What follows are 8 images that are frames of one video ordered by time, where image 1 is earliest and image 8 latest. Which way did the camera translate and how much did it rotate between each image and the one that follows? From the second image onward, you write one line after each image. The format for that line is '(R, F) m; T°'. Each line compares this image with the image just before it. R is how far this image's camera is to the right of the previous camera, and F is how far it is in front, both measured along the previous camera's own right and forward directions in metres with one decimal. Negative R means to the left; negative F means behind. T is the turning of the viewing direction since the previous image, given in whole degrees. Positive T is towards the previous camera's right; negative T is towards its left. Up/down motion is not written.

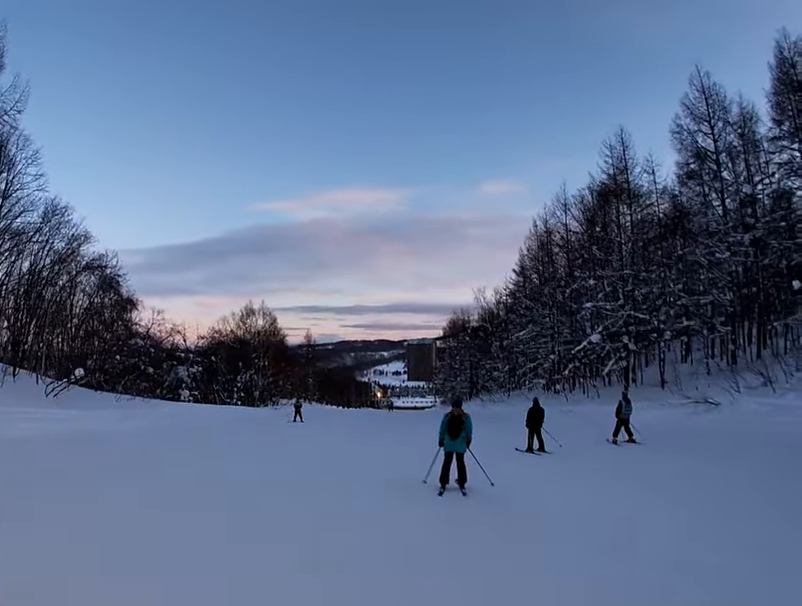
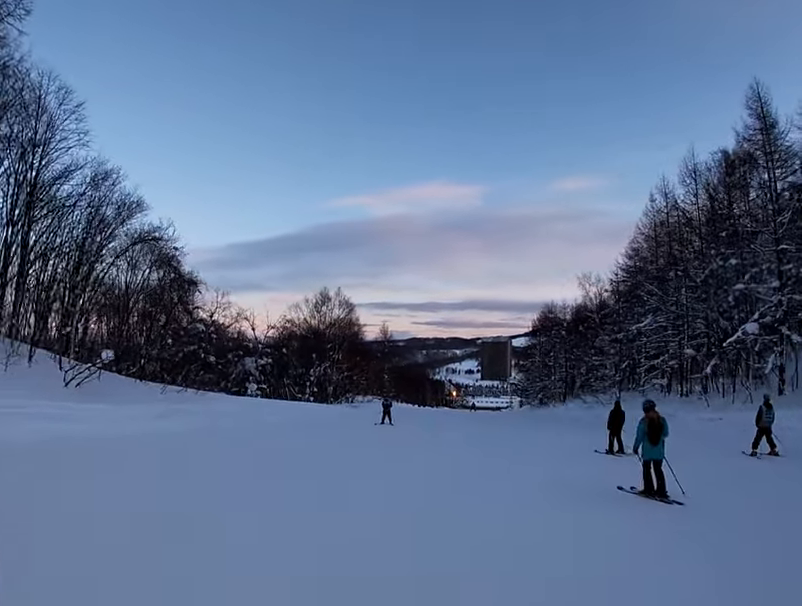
(-0.3, +6.3) m; -10°
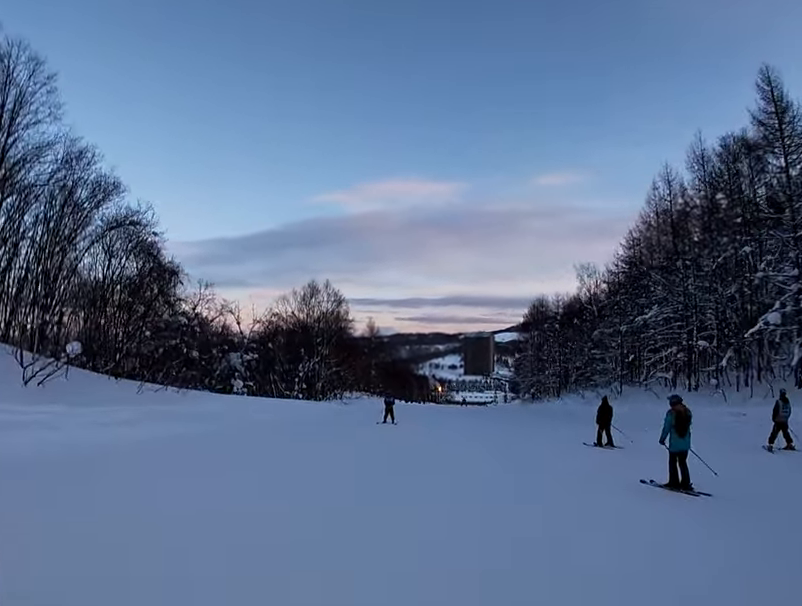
(+0.1, +2.6) m; -5°
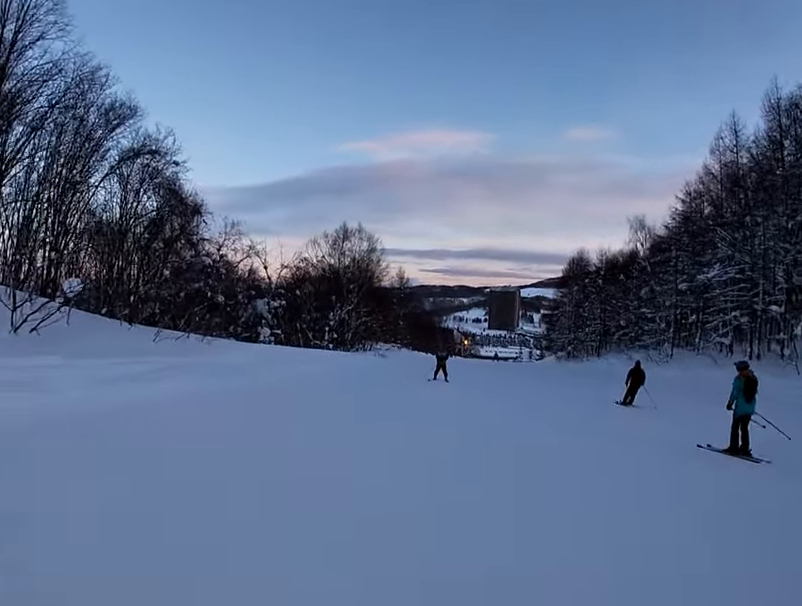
(-0.5, +3.1) m; 0°
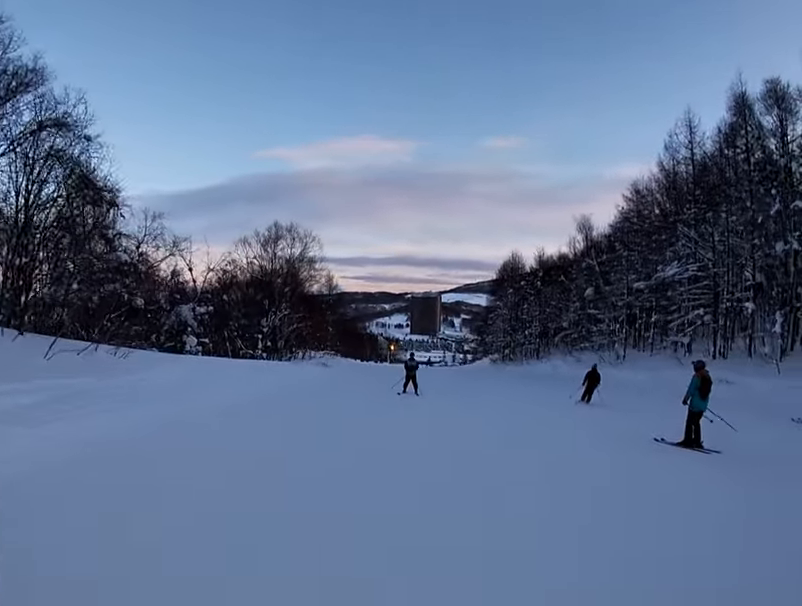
(-0.1, +4.2) m; +4°
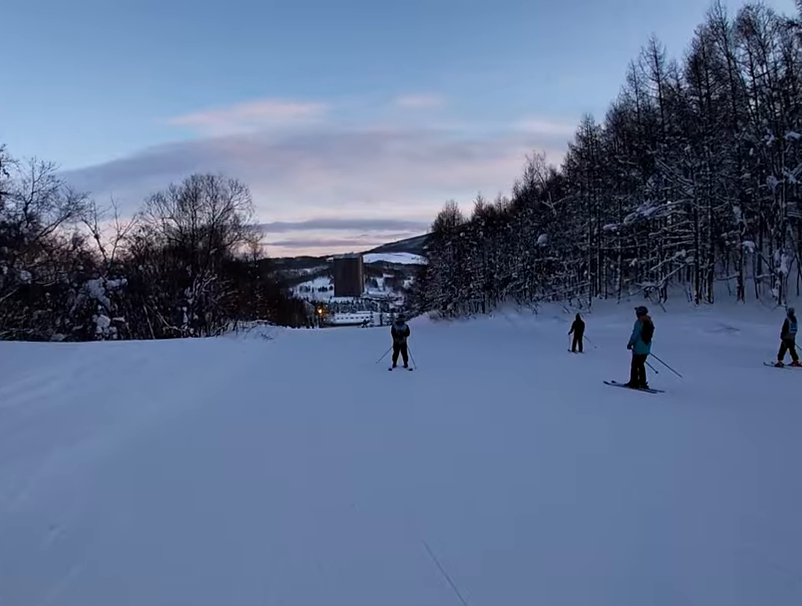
(+0.7, +5.7) m; +11°
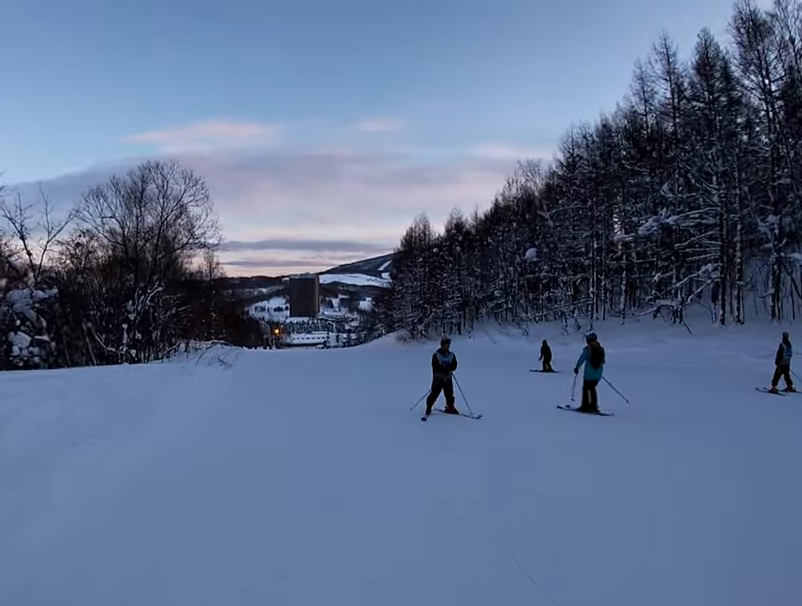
(+0.4, +6.0) m; +4°
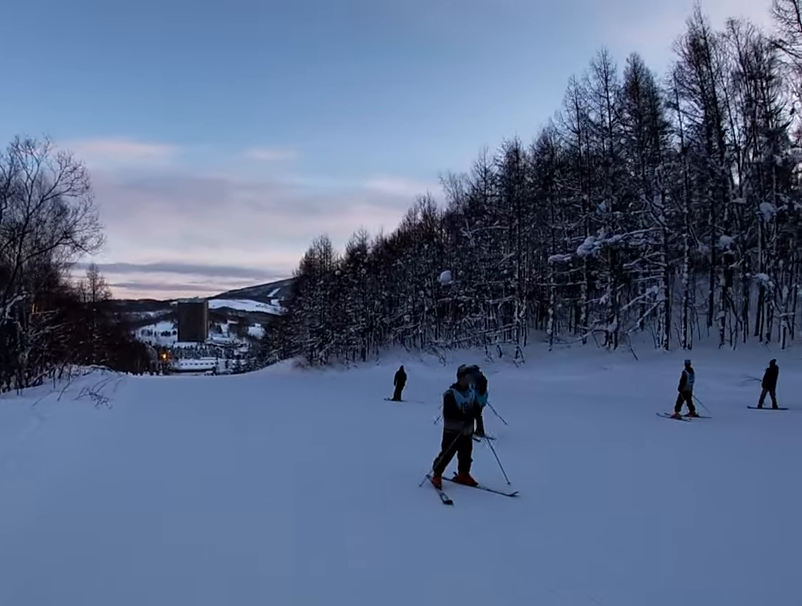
(0.0, +4.8) m; +3°
